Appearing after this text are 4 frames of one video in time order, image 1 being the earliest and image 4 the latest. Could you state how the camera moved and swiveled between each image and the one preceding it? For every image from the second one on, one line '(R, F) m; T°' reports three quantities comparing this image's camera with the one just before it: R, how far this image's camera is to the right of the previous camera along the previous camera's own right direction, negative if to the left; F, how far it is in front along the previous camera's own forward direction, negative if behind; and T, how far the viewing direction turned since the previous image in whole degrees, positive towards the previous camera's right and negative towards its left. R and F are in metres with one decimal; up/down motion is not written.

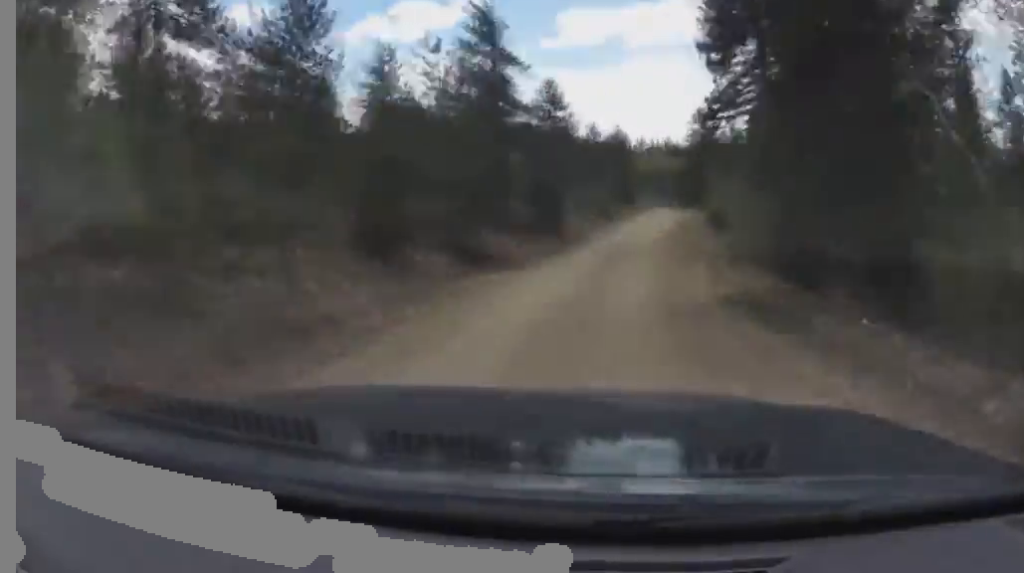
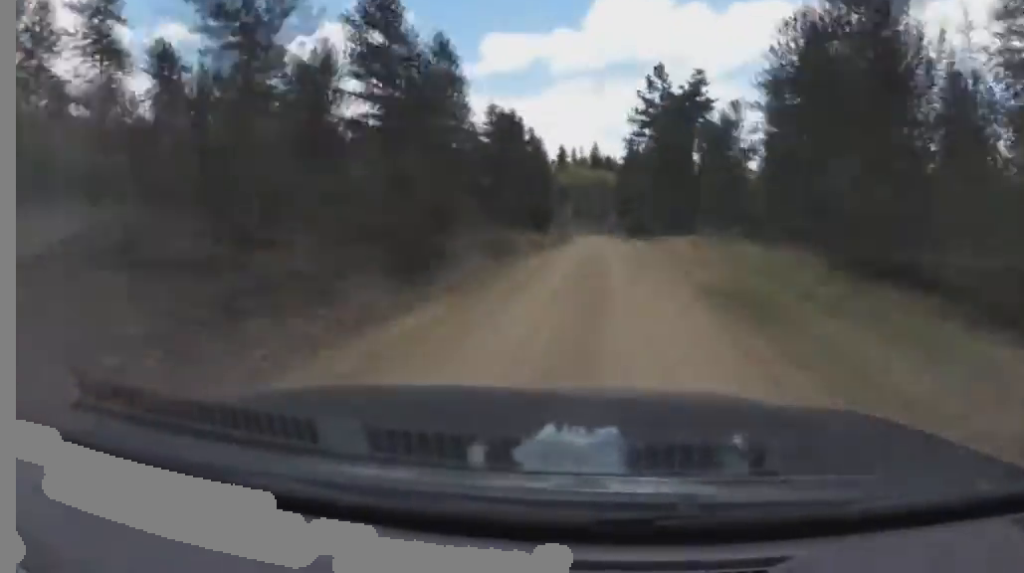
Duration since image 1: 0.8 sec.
(+6.4, +20.4) m; +22°
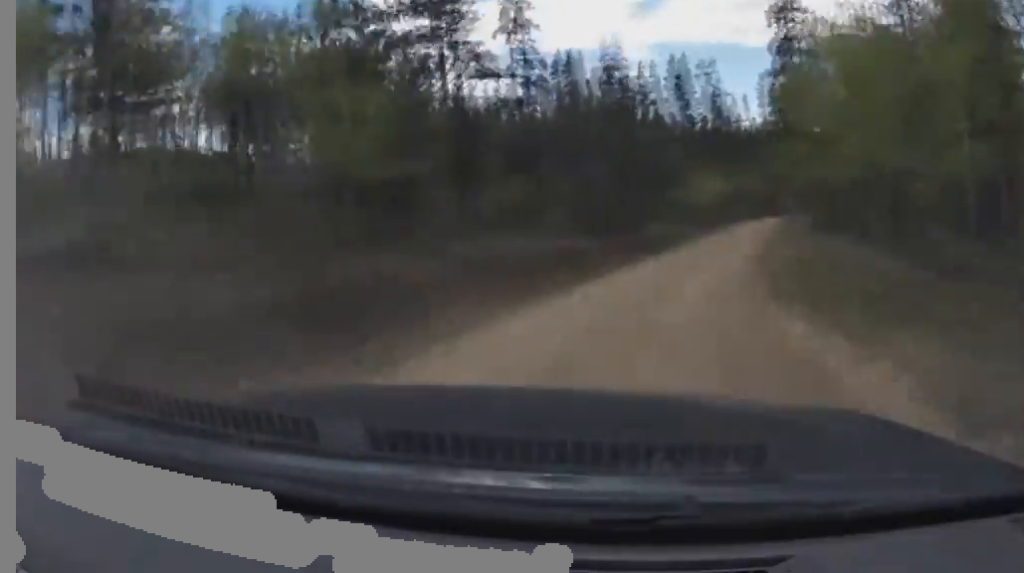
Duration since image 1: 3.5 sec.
(+5.6, +51.8) m; +6°
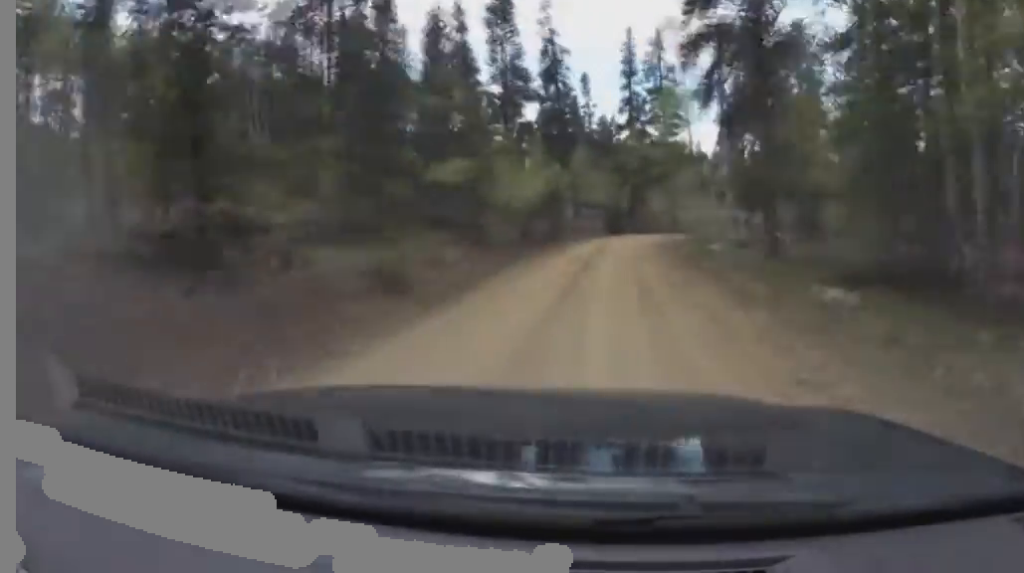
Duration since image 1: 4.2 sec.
(0.0, +10.4) m; 0°
